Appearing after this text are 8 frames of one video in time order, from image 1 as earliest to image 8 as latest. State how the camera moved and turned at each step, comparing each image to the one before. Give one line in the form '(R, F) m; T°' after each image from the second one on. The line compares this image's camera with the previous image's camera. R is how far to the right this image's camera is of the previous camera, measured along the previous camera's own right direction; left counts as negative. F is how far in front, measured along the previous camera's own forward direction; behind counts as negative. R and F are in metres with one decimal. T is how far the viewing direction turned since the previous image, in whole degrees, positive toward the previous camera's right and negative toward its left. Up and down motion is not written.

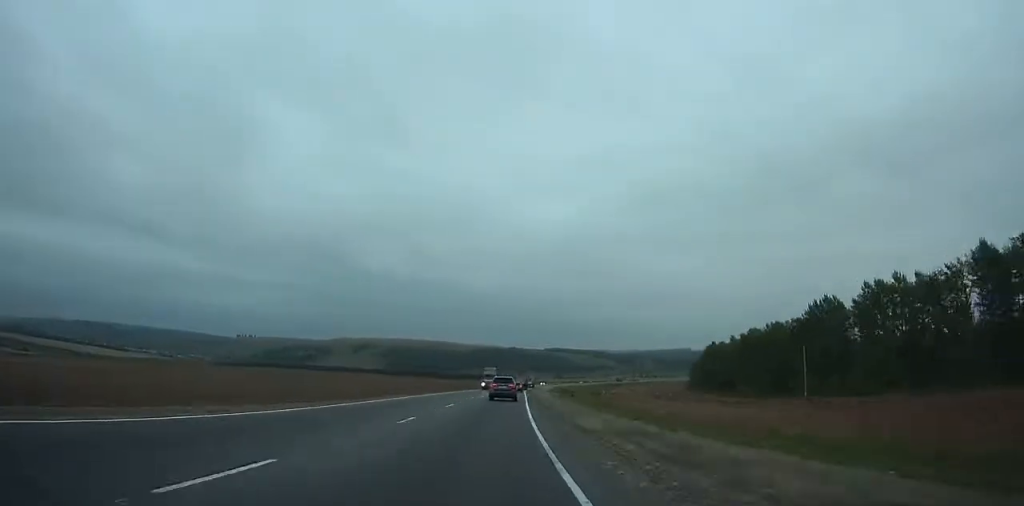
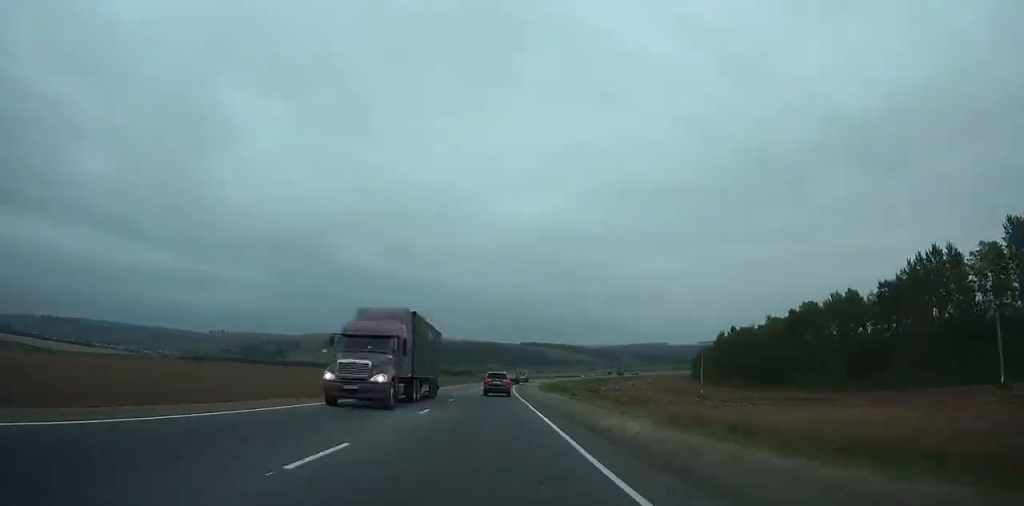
(+0.2, +45.3) m; +2°
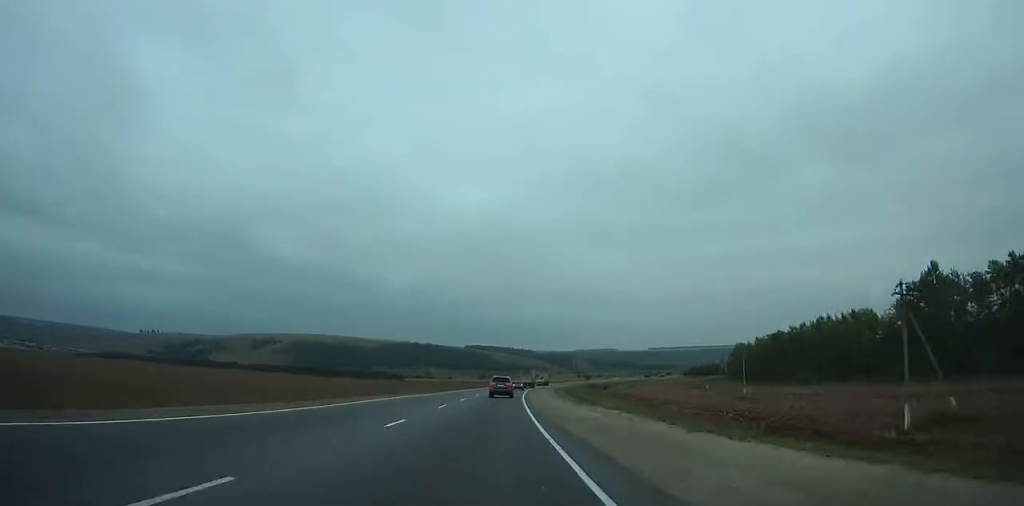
(+6.5, +143.1) m; +6°
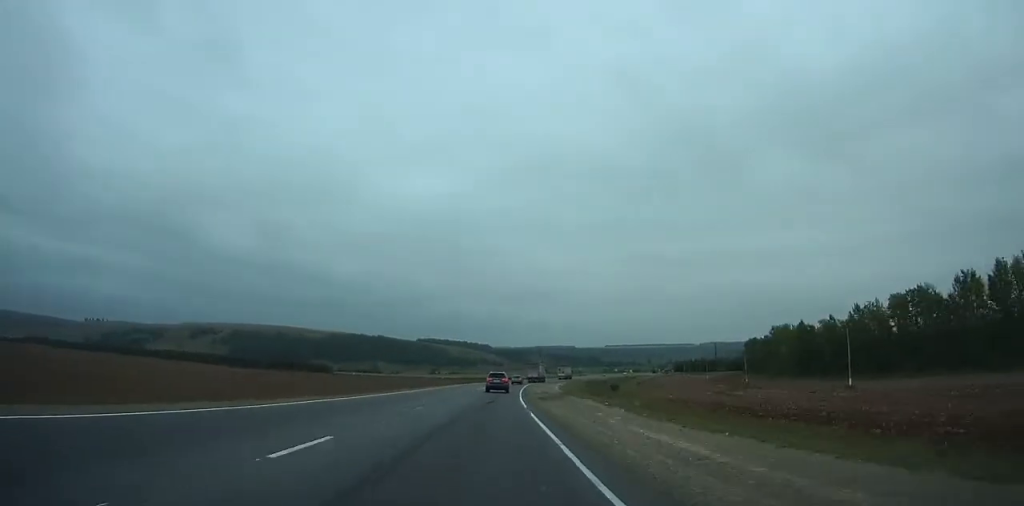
(+3.8, +88.6) m; +5°
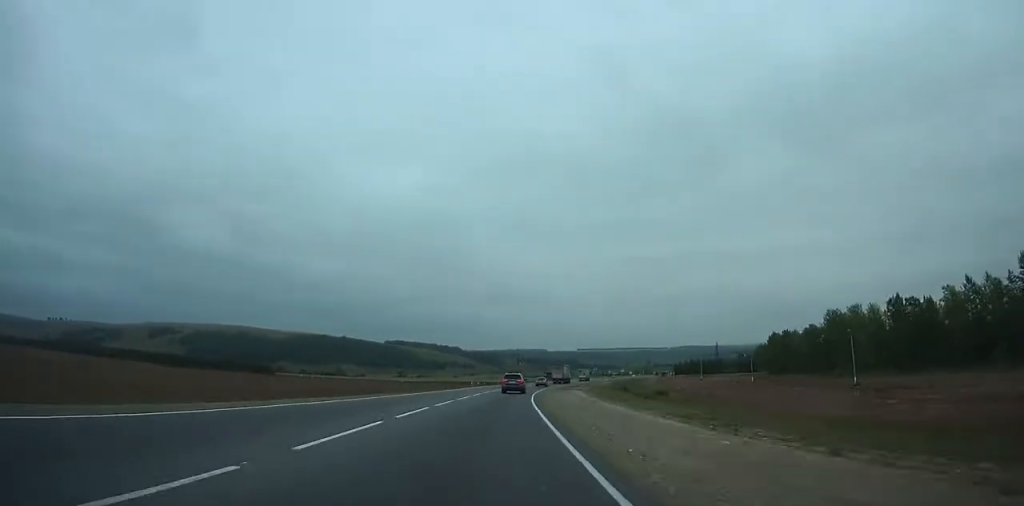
(+1.3, +59.5) m; +3°
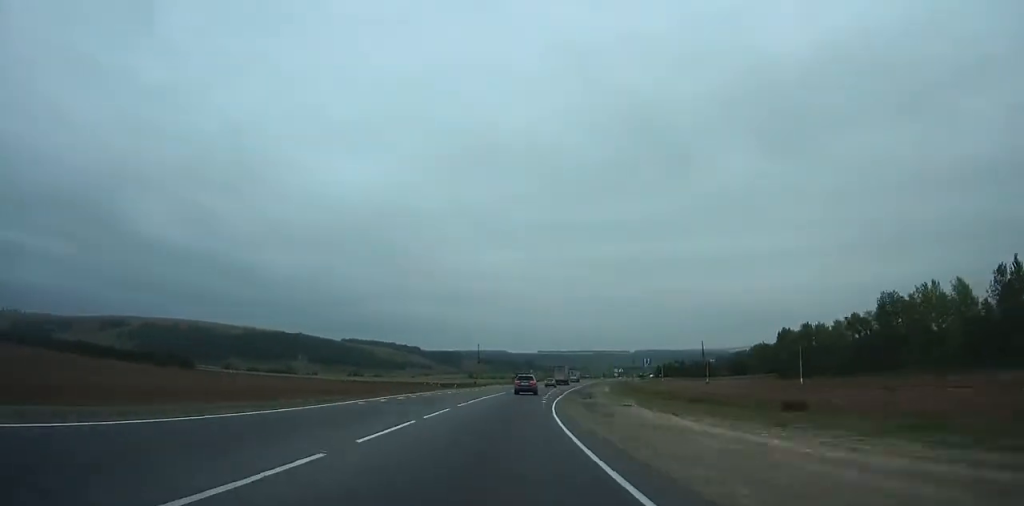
(+1.6, +44.6) m; +4°
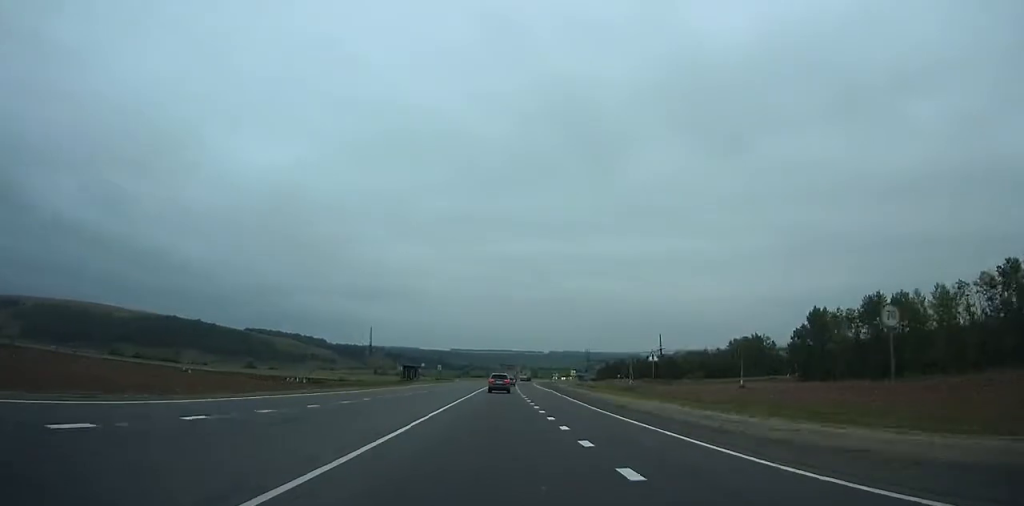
(+4.4, +76.7) m; +6°
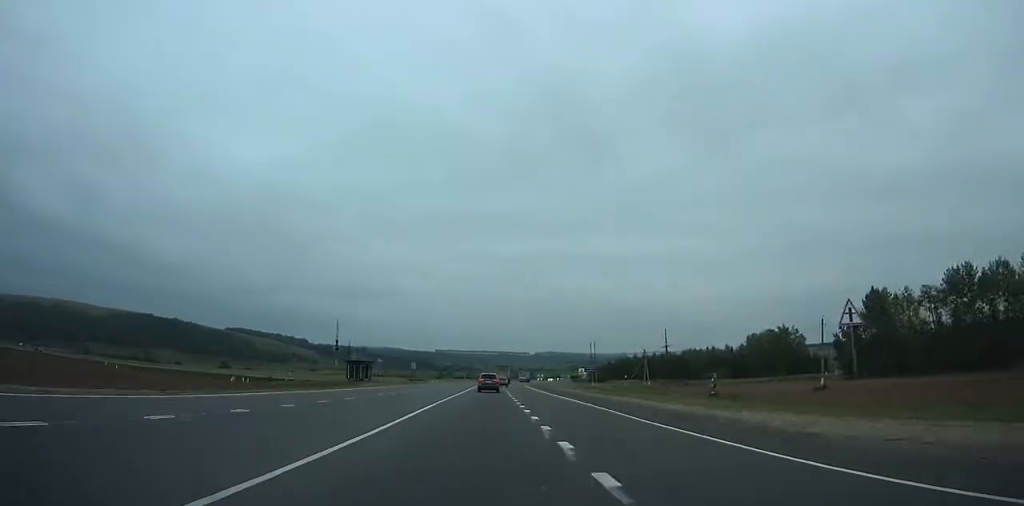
(+0.4, +32.3) m; +3°
